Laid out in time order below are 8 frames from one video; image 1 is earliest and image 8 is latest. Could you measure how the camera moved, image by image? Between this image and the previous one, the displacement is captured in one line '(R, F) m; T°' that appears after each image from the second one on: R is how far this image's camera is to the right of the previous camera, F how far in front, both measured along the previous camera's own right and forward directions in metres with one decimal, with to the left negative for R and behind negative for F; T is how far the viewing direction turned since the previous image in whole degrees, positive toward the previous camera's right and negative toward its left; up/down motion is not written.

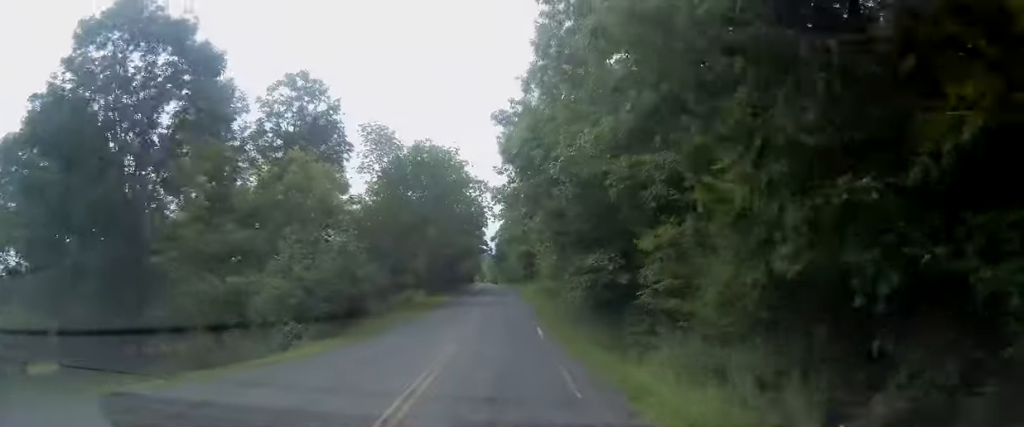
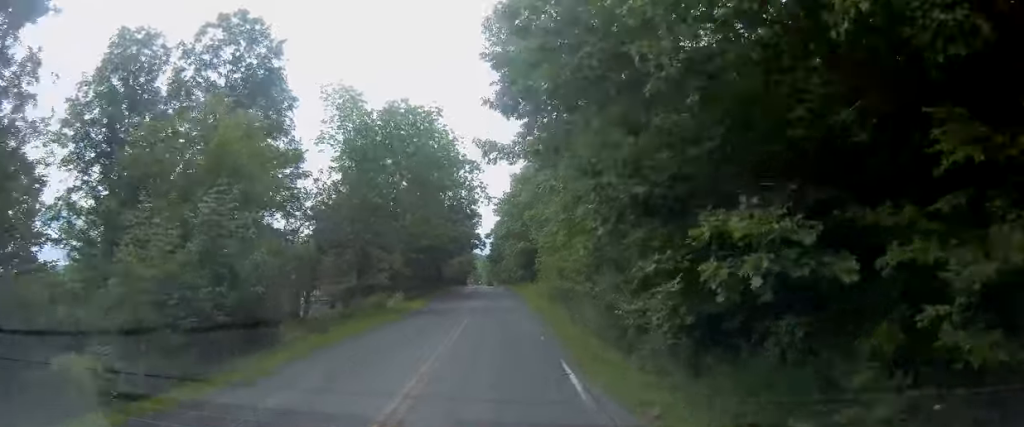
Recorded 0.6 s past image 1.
(0.0, +11.7) m; +1°
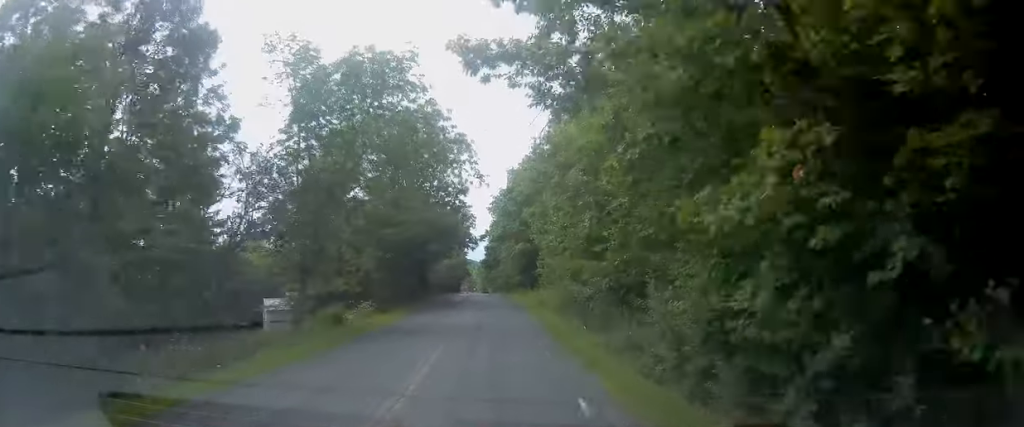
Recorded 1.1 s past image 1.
(0.0, +10.3) m; +1°
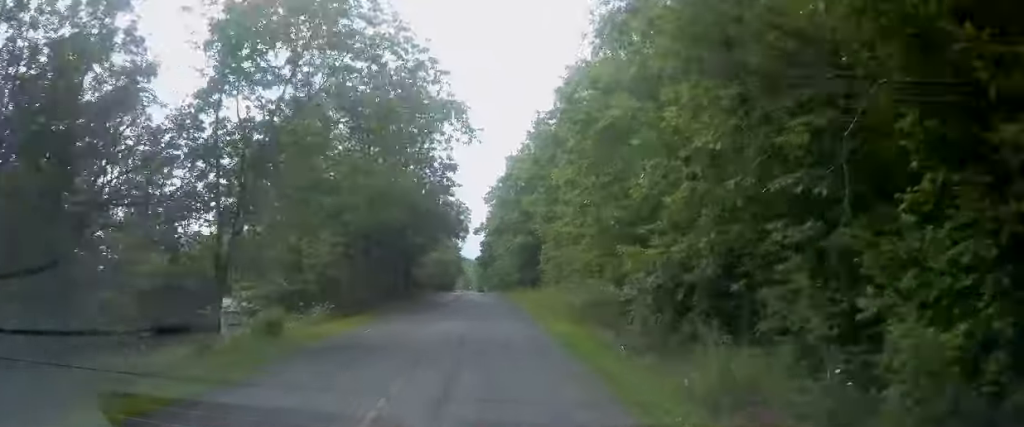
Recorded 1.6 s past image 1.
(+0.1, +8.9) m; 0°
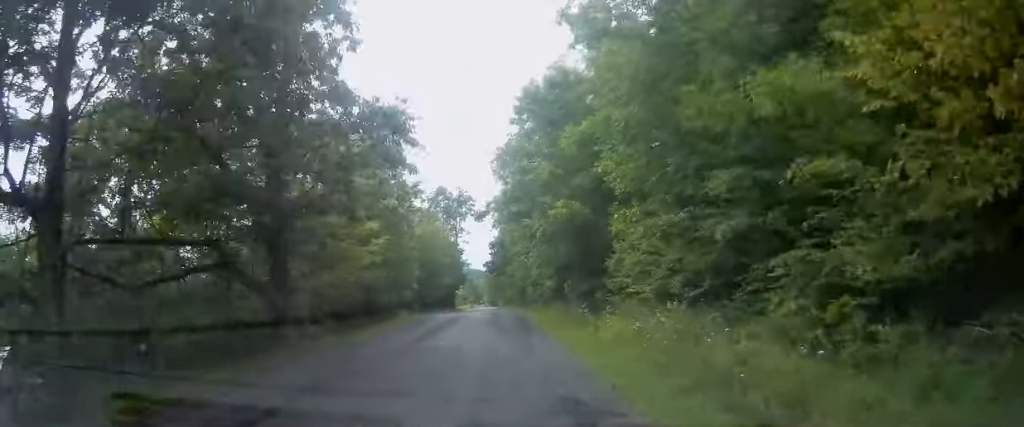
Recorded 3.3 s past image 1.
(+0.4, +31.1) m; +1°
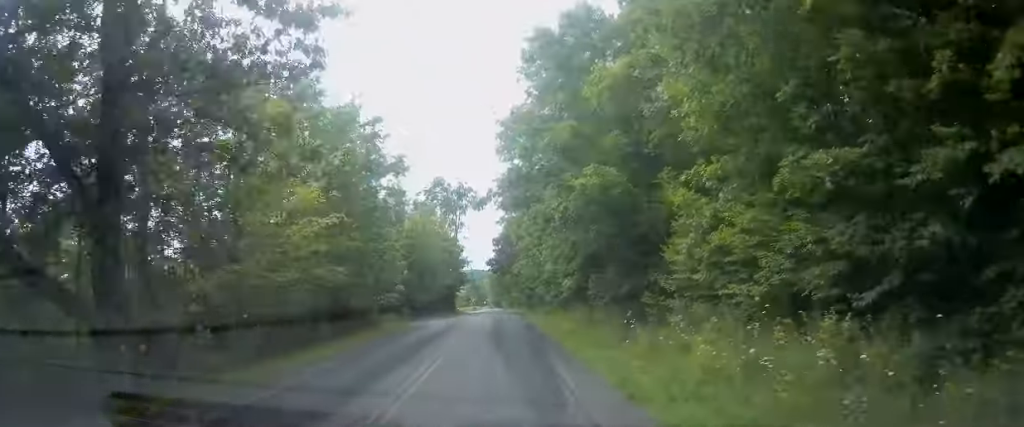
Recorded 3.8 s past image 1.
(+0.2, +9.2) m; -1°
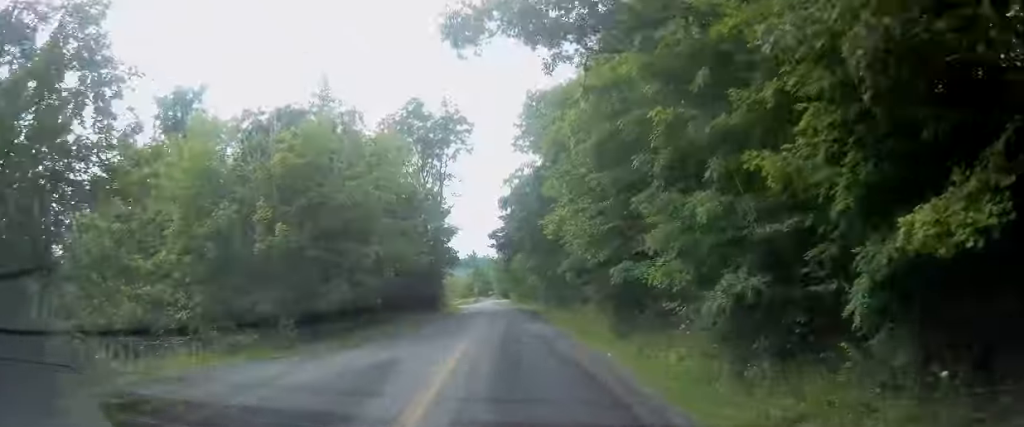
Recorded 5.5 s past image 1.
(-1.0, +30.5) m; -2°
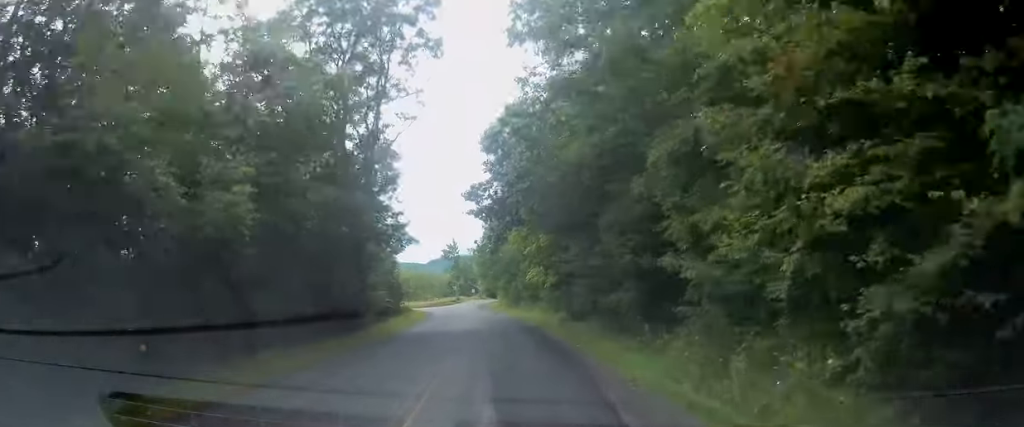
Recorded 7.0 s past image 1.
(-0.2, +24.9) m; +1°
